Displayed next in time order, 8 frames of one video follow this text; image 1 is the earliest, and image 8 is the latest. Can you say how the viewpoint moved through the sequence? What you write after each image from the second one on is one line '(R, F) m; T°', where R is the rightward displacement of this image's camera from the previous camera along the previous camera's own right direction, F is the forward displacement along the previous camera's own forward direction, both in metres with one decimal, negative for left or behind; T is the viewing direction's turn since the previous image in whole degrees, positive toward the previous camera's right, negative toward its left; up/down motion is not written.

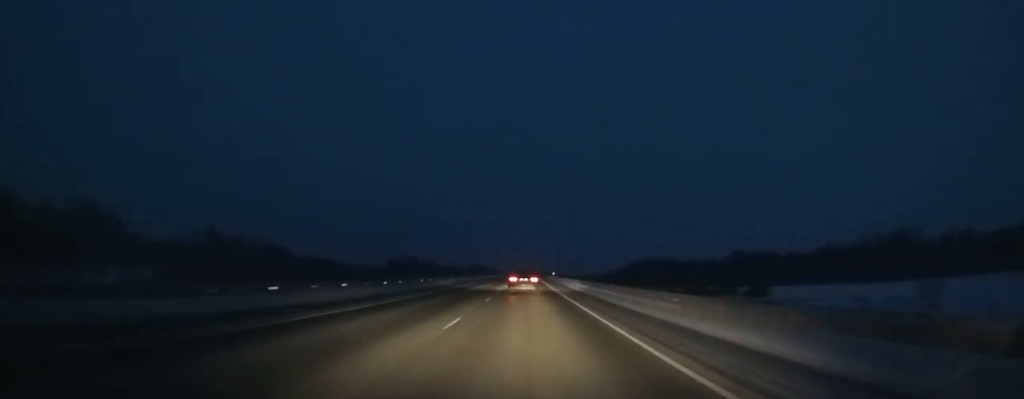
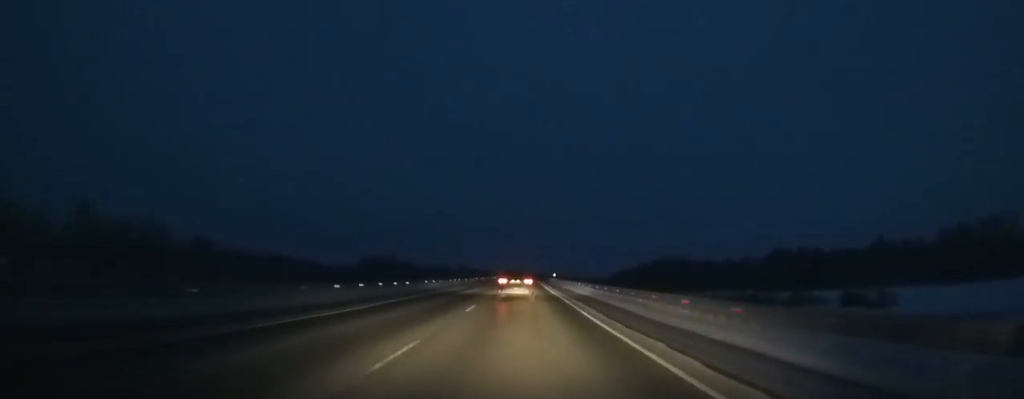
(0.0, +62.8) m; 0°
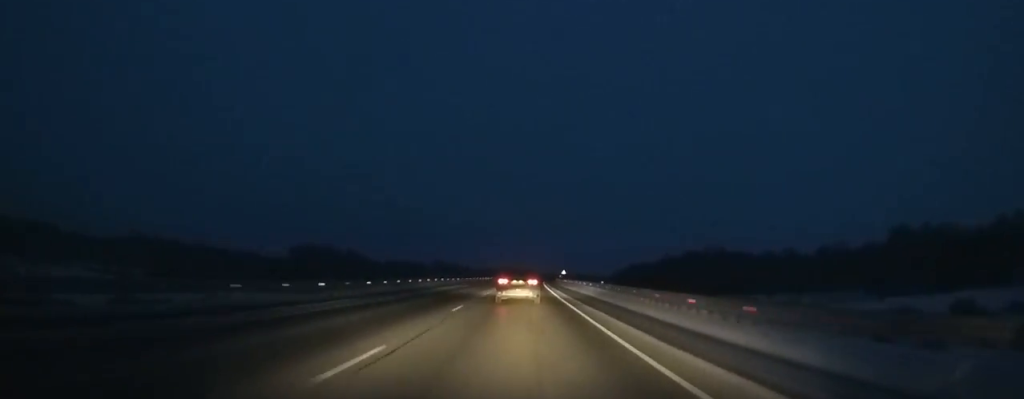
(+1.2, +106.3) m; +2°
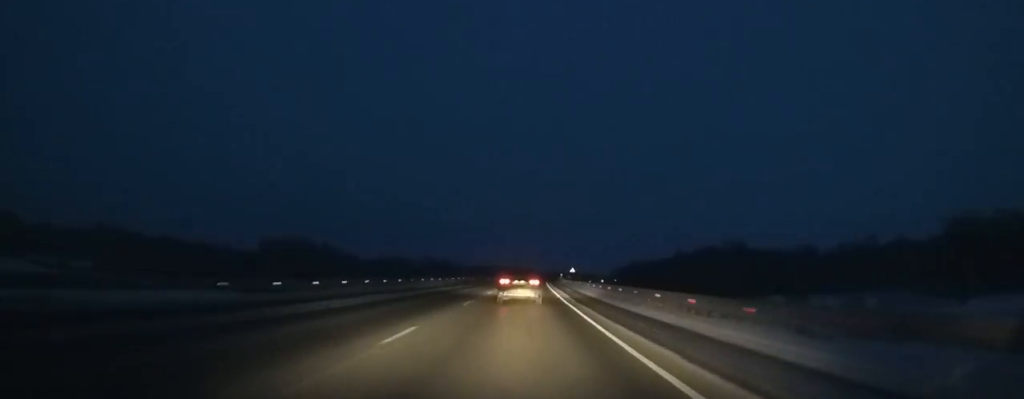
(+0.1, +32.0) m; +1°
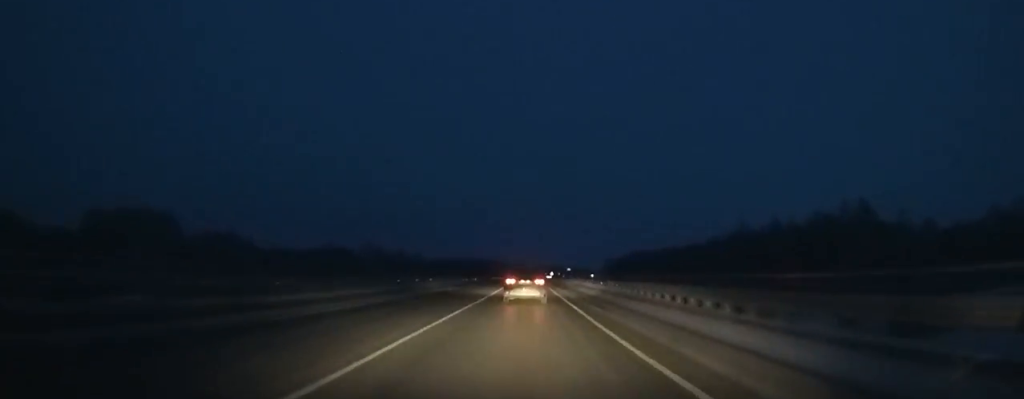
(+1.7, +108.3) m; +2°
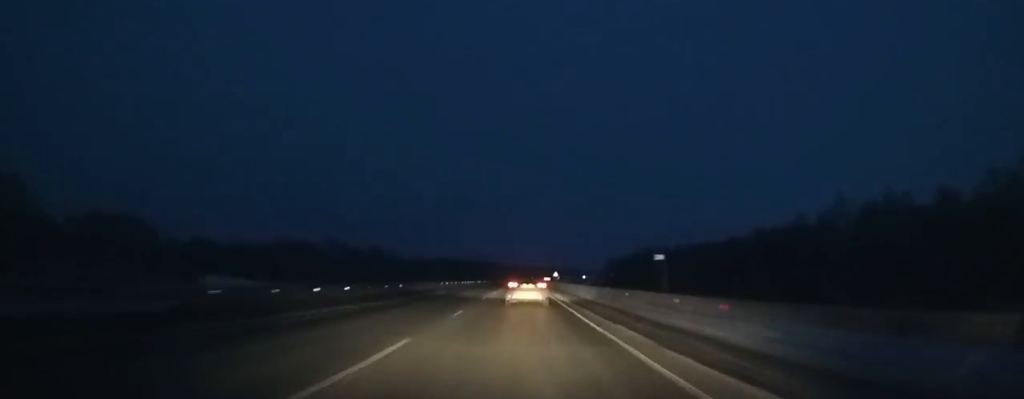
(+0.5, +59.5) m; +1°
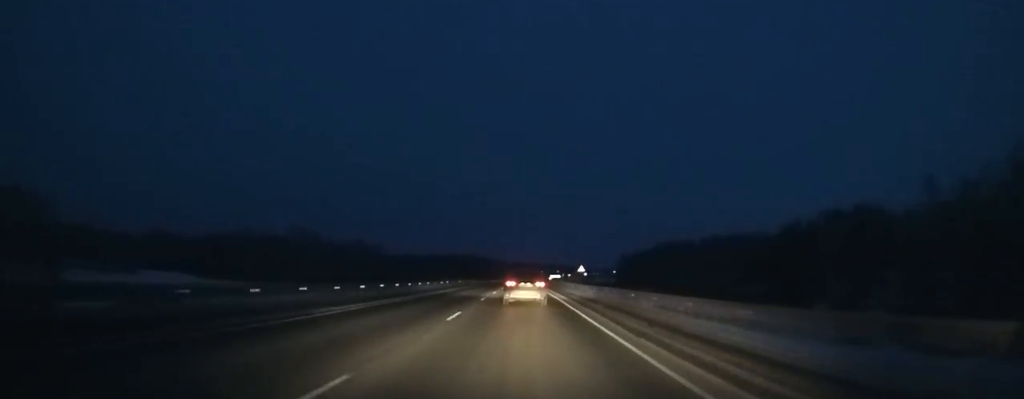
(+0.1, +48.9) m; 0°
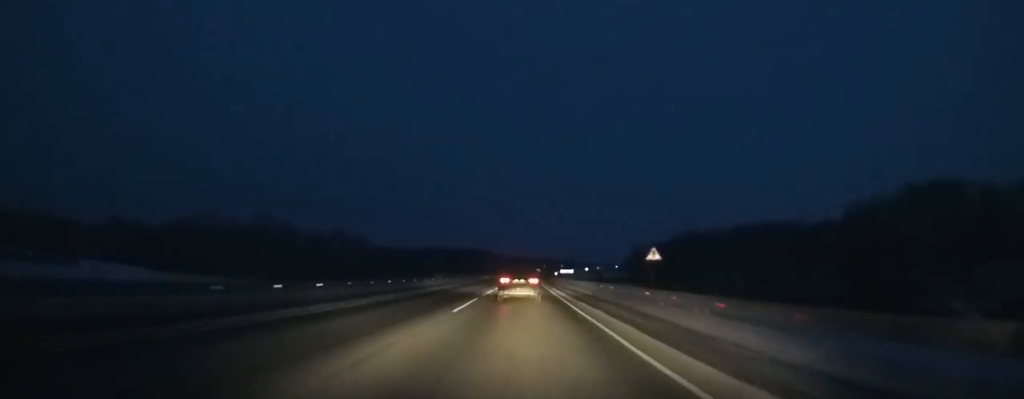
(0.0, +38.6) m; 0°
